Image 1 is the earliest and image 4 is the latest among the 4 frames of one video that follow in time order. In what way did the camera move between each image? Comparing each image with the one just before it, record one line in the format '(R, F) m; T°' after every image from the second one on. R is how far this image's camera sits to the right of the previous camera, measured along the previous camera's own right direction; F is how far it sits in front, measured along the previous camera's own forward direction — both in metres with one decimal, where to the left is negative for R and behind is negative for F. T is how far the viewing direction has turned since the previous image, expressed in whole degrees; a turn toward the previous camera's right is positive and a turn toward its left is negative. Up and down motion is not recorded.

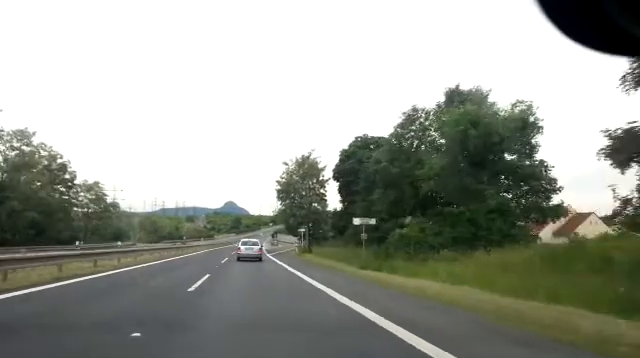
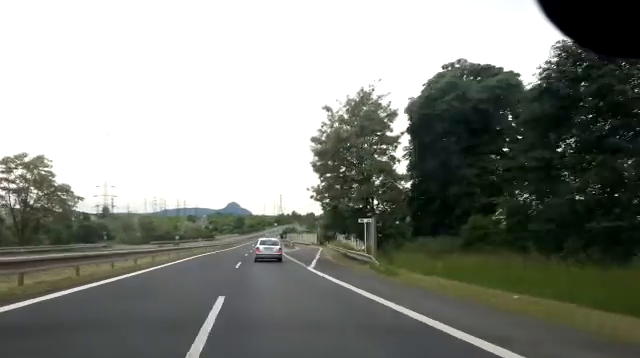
(0.0, +25.1) m; -1°
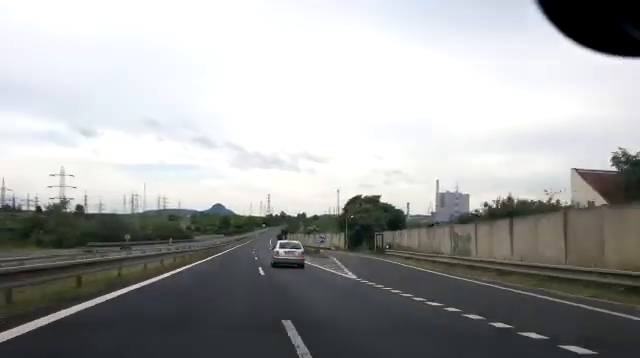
(+0.1, +39.4) m; +2°
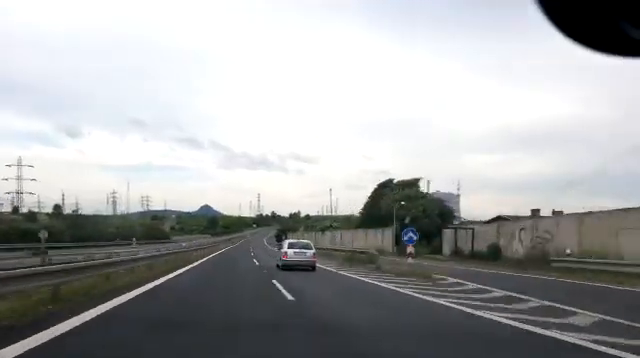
(+0.6, +27.0) m; +1°
